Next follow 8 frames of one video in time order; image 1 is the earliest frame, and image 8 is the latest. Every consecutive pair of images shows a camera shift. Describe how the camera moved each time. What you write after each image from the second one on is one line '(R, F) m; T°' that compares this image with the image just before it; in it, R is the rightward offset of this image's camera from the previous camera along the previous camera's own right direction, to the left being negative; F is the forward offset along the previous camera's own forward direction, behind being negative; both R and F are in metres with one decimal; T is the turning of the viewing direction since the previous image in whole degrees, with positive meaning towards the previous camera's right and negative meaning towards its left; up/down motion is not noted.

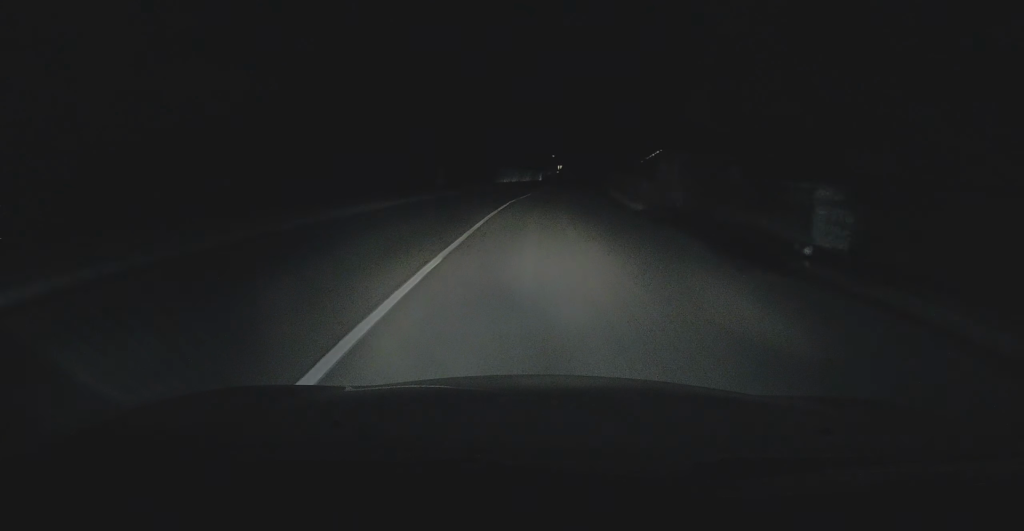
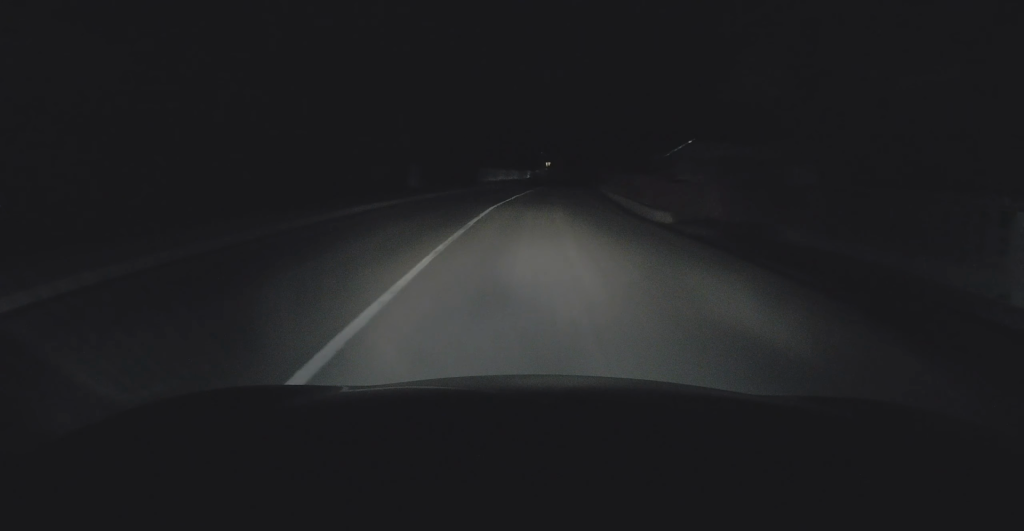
(0.0, +6.9) m; +1°
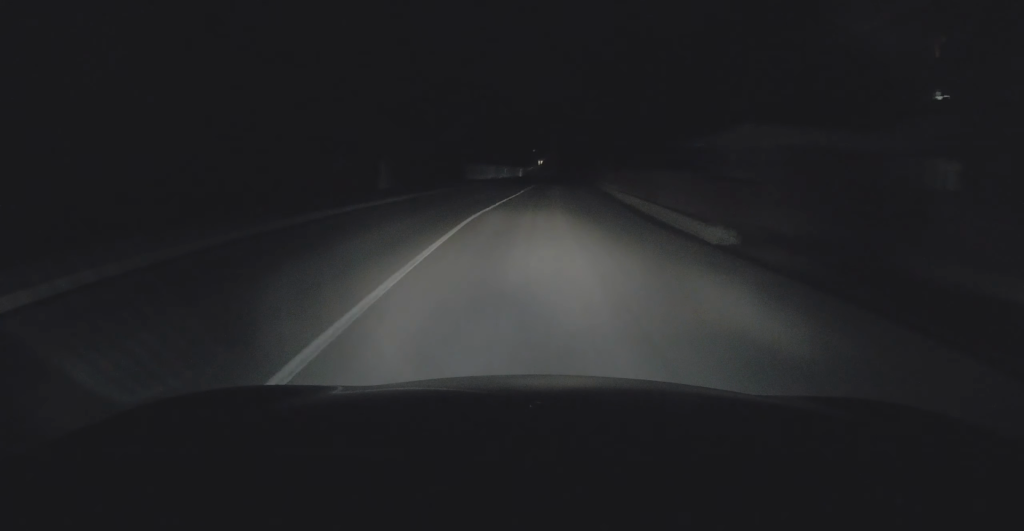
(+0.3, +6.6) m; 0°
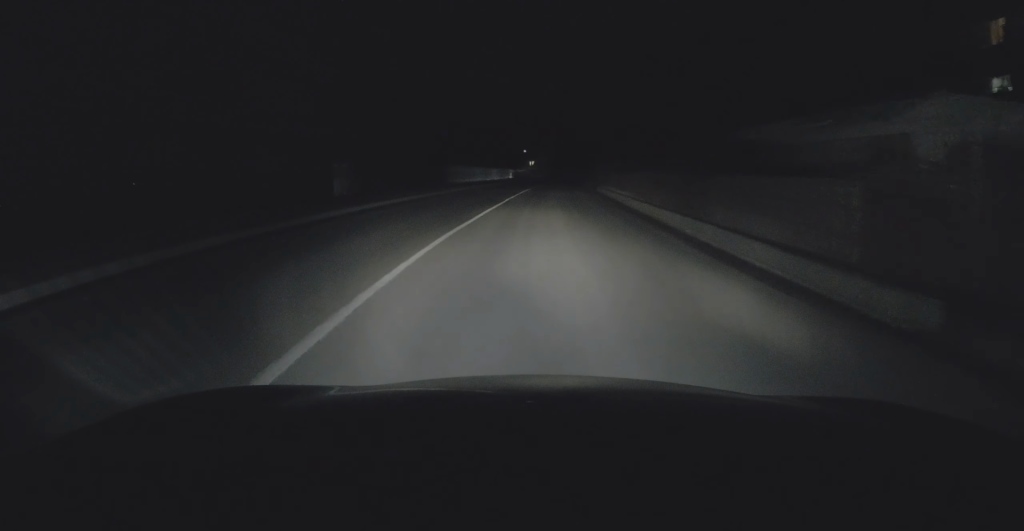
(0.0, +6.3) m; 0°
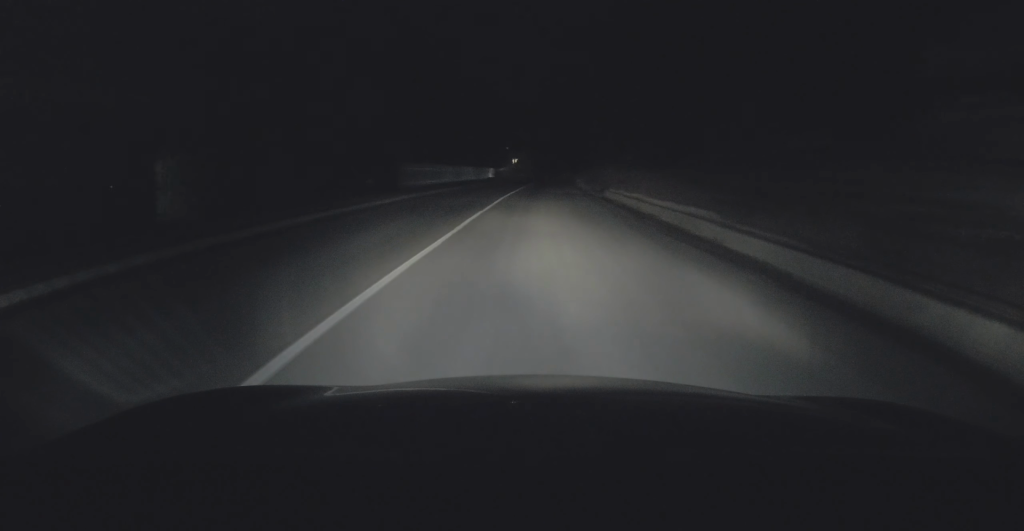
(-0.2, +13.1) m; +1°
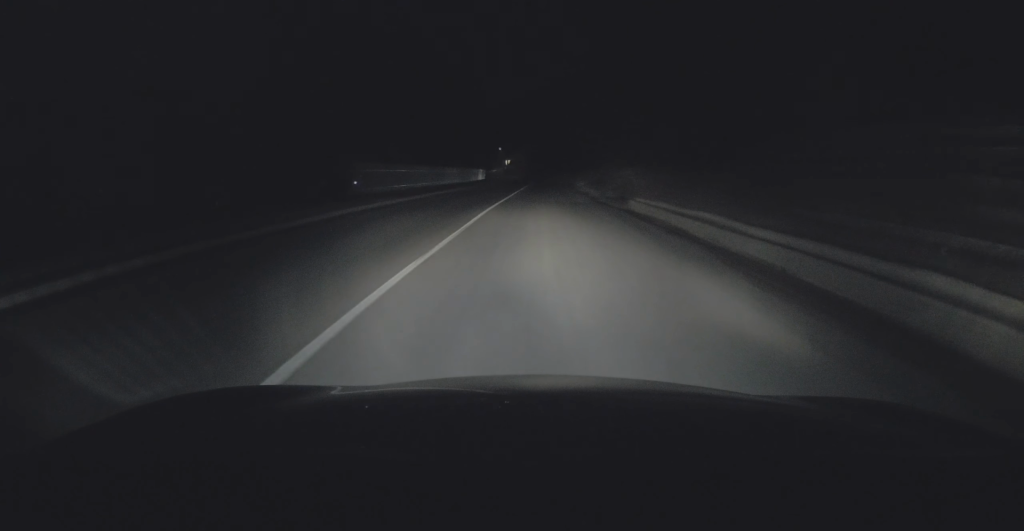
(+0.2, +9.8) m; +1°
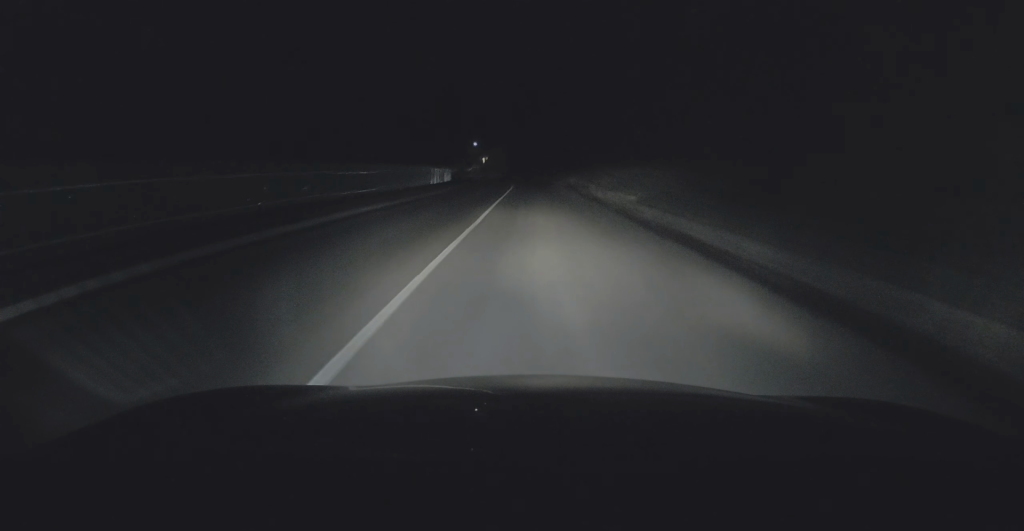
(+0.1, +28.3) m; 0°
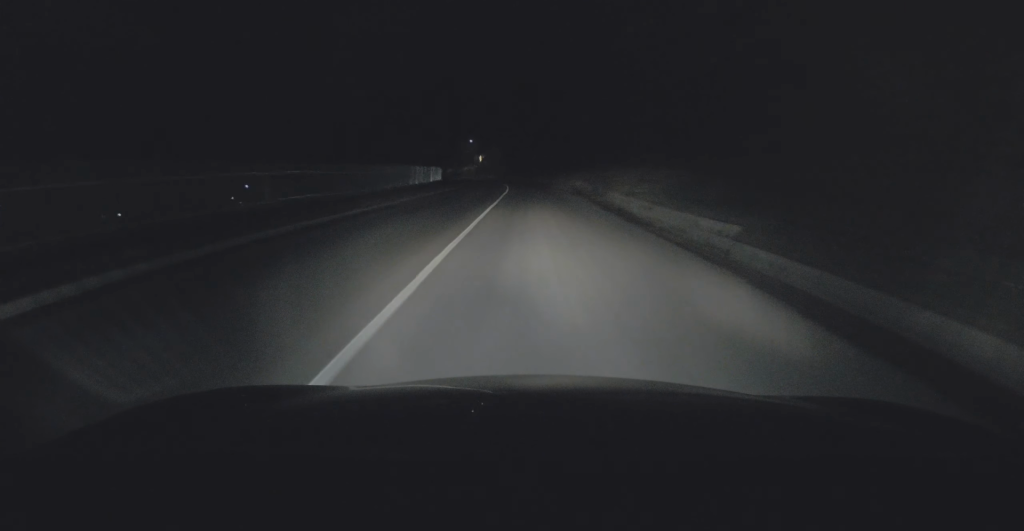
(0.0, +9.6) m; 0°
